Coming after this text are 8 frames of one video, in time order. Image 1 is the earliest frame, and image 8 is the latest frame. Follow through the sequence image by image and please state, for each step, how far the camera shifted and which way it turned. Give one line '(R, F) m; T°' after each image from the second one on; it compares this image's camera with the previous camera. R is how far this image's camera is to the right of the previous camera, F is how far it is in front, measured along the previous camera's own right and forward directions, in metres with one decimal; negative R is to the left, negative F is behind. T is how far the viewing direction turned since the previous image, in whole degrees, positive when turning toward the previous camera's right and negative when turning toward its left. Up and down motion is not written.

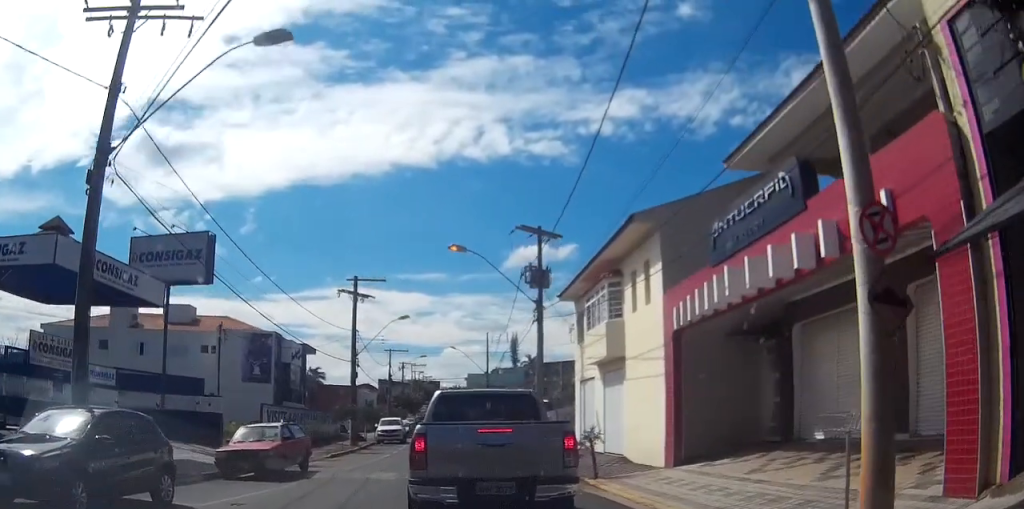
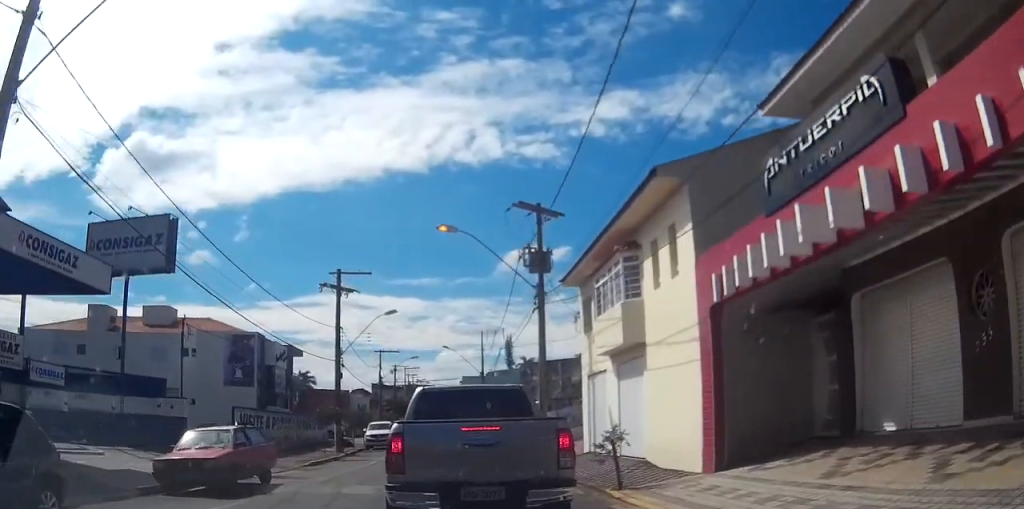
(0.0, +3.5) m; 0°
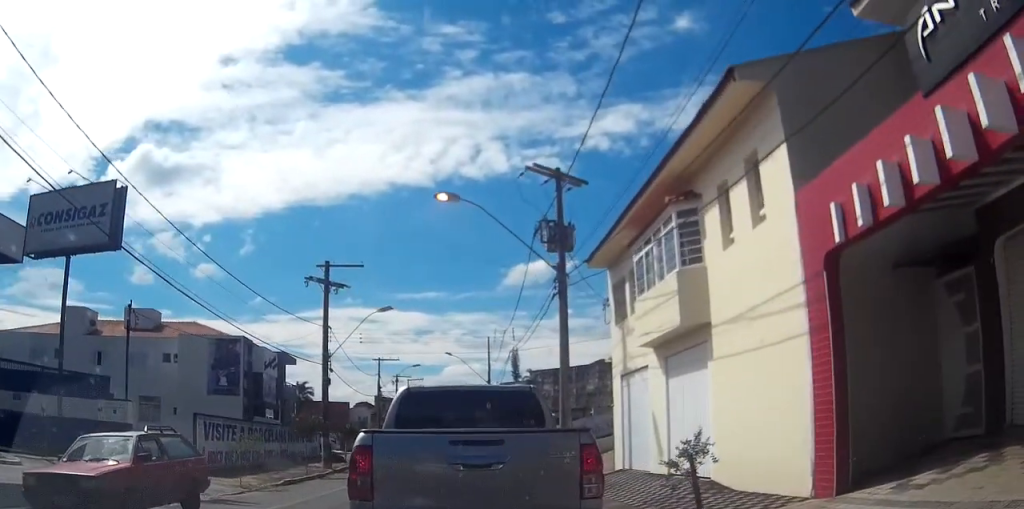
(-0.1, +5.2) m; -3°
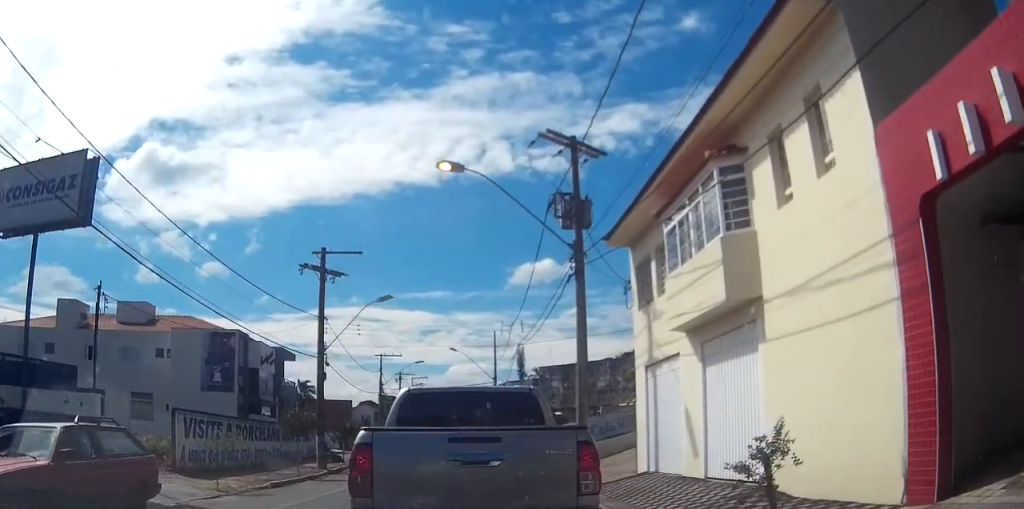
(0.0, +3.0) m; +2°
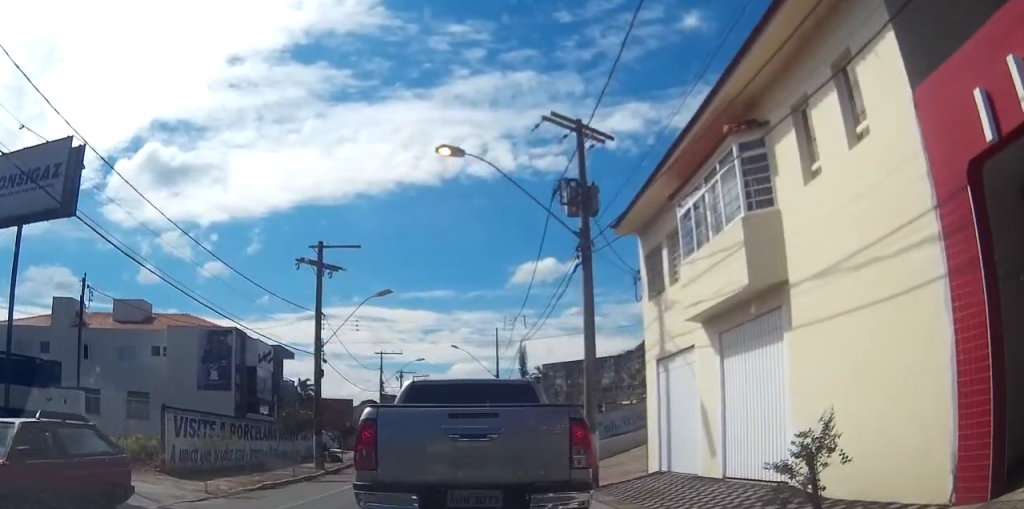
(0.0, +1.2) m; +2°
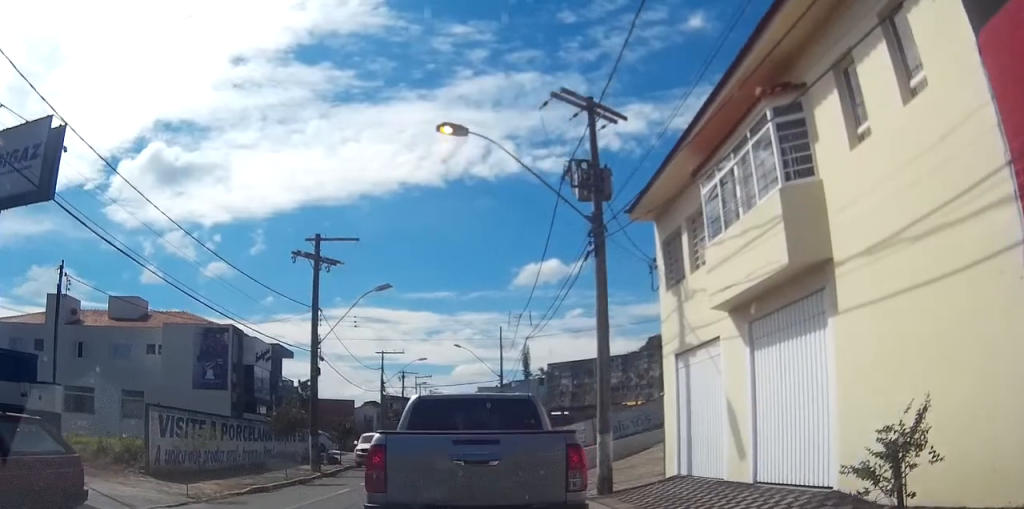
(+0.1, +1.5) m; +3°
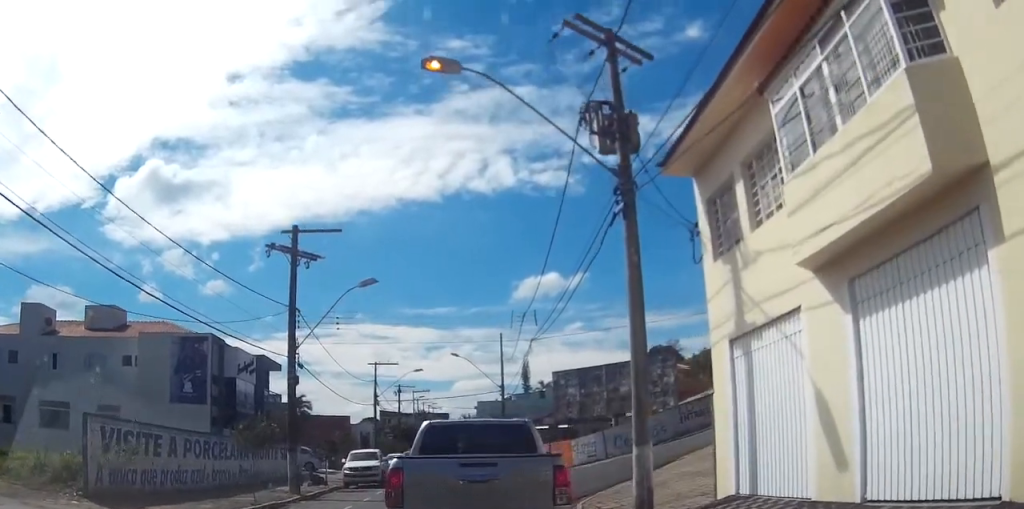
(+0.1, +4.0) m; +3°
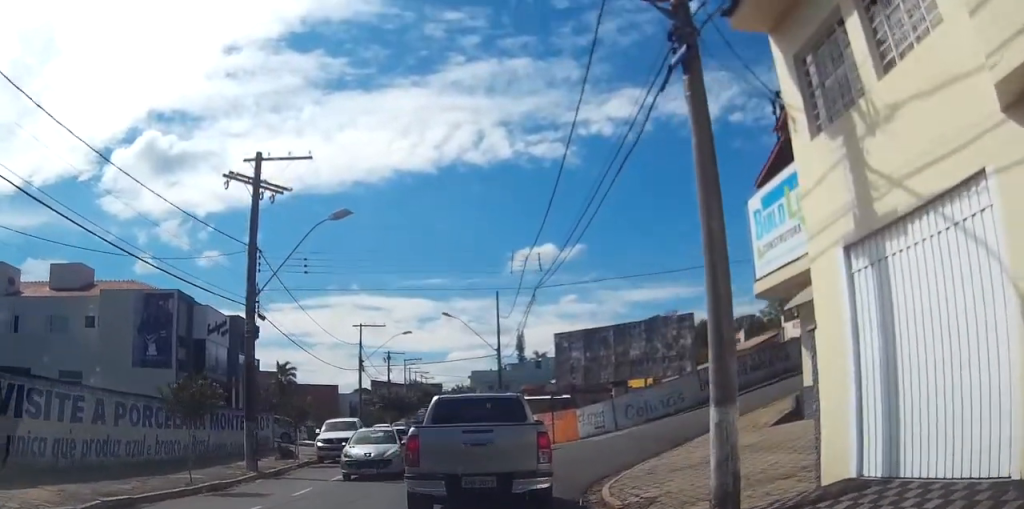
(+0.3, +5.0) m; +4°
